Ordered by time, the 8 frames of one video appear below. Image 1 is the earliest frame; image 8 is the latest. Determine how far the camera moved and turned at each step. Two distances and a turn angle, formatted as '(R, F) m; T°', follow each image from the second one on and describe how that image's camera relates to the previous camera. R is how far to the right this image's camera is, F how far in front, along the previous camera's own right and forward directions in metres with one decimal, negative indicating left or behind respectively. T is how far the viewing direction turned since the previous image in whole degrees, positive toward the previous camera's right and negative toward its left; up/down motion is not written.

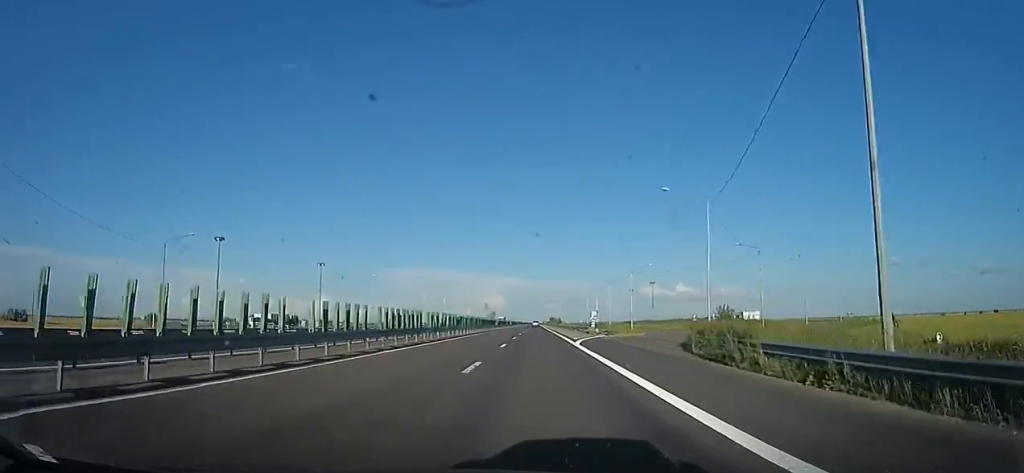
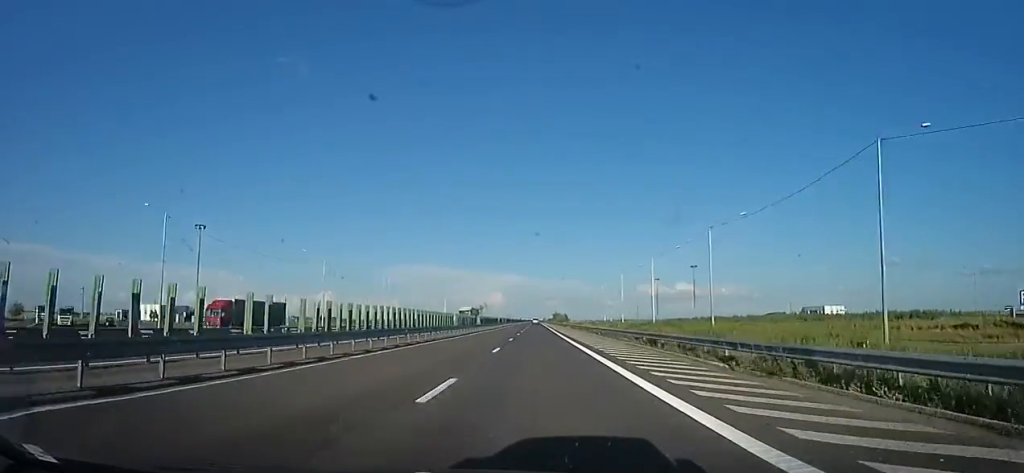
(-0.2, +65.5) m; 0°
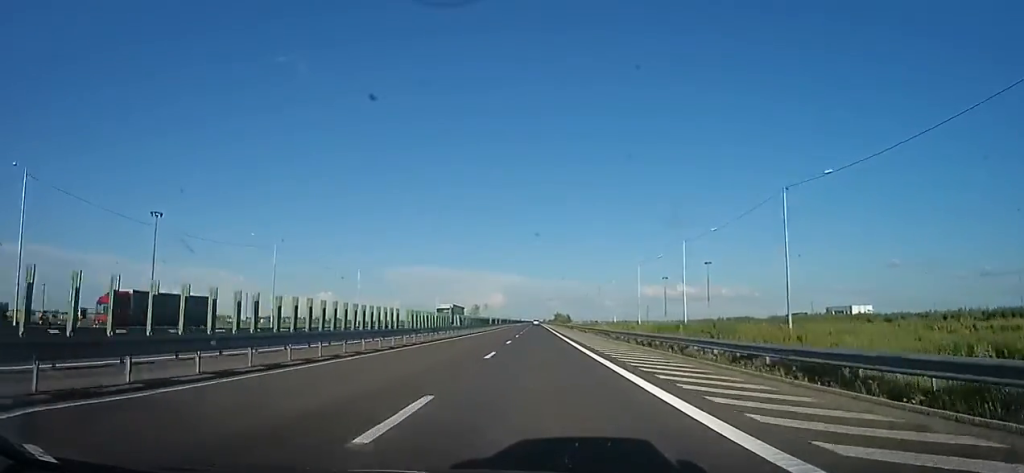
(+0.1, +14.8) m; 0°
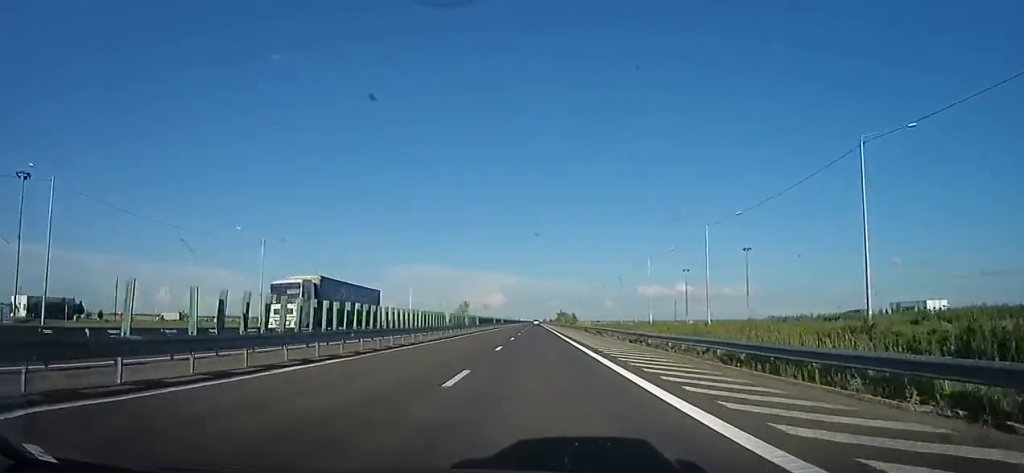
(-0.8, +32.0) m; 0°
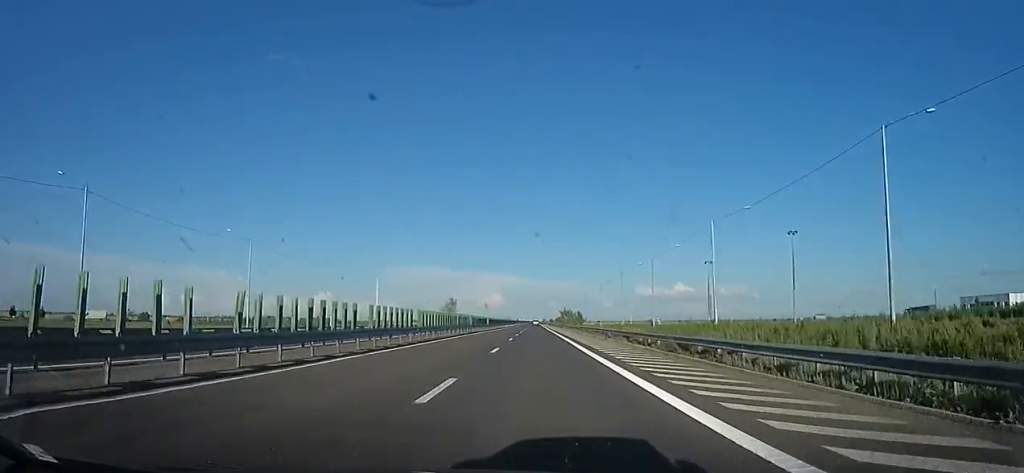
(+0.9, +26.2) m; 0°
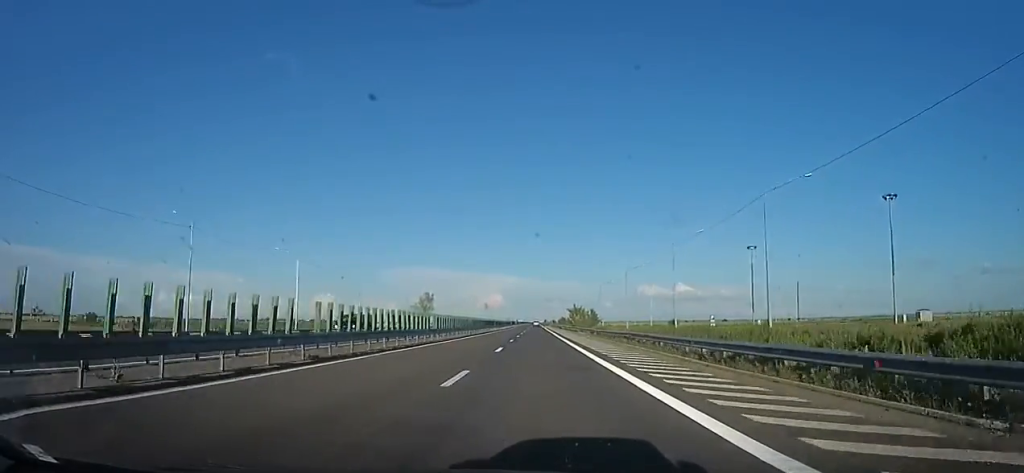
(-1.0, +34.5) m; 0°
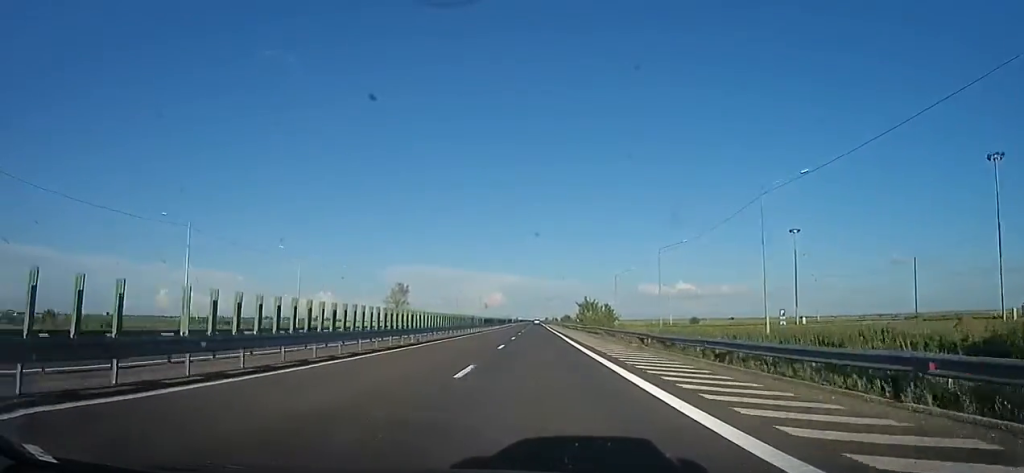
(+0.4, +23.2) m; 0°
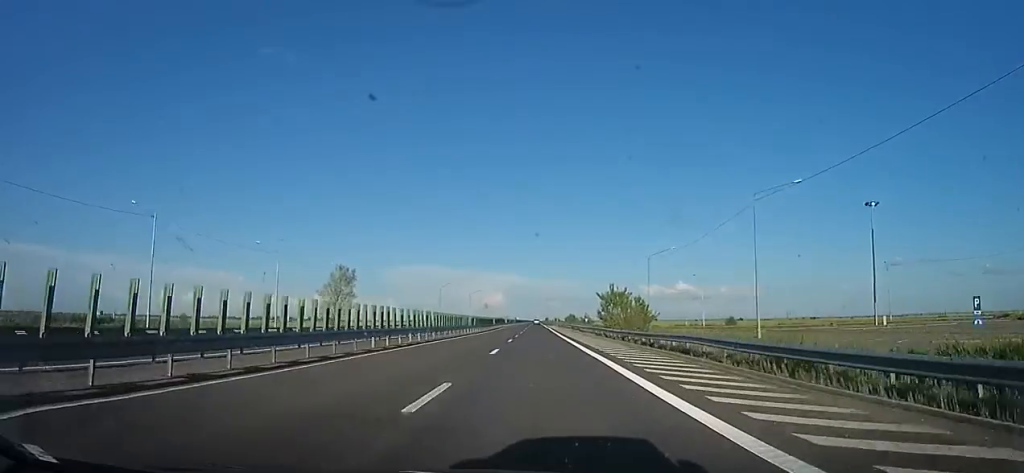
(+0.5, +28.6) m; 0°
